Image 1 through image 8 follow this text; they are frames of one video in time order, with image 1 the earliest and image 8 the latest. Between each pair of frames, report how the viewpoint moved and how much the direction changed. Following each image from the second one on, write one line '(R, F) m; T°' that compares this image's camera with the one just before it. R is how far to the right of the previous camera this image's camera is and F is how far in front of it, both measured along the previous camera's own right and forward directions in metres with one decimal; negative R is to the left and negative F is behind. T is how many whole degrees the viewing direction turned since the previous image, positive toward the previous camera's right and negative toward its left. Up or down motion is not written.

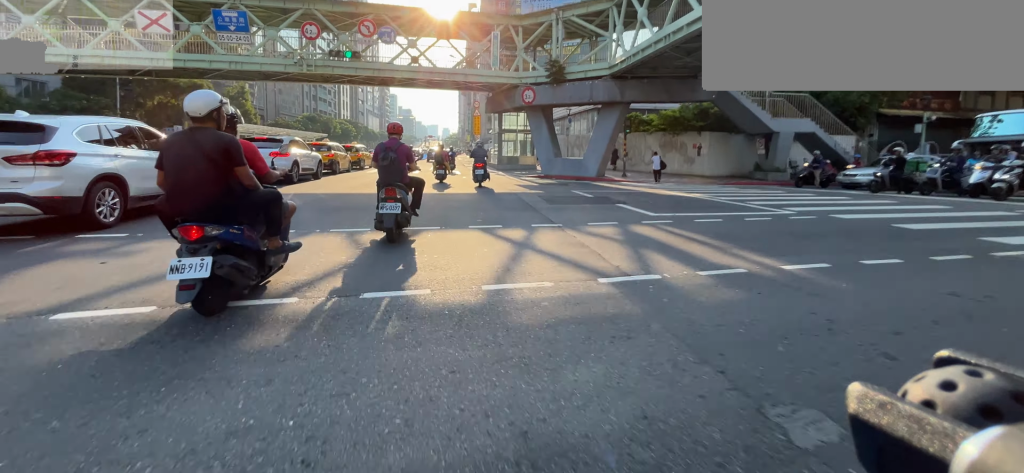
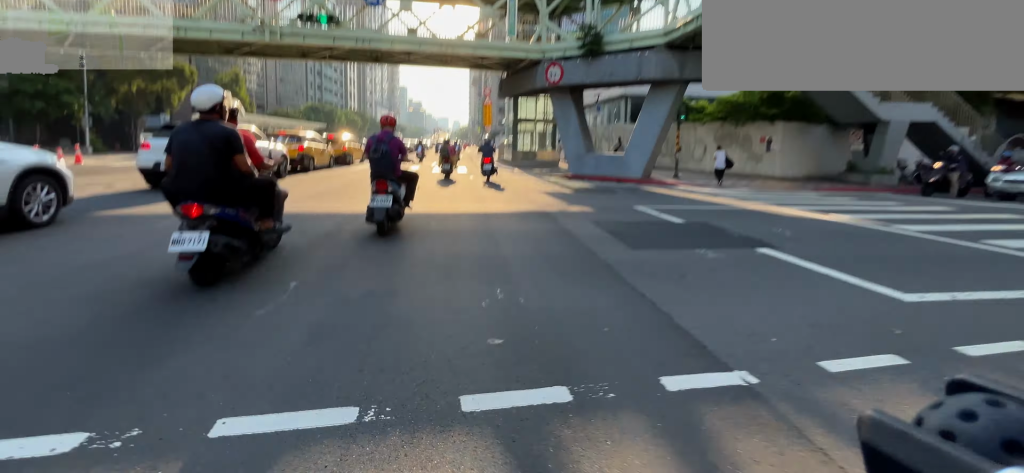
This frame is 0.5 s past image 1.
(-0.2, +4.1) m; -3°
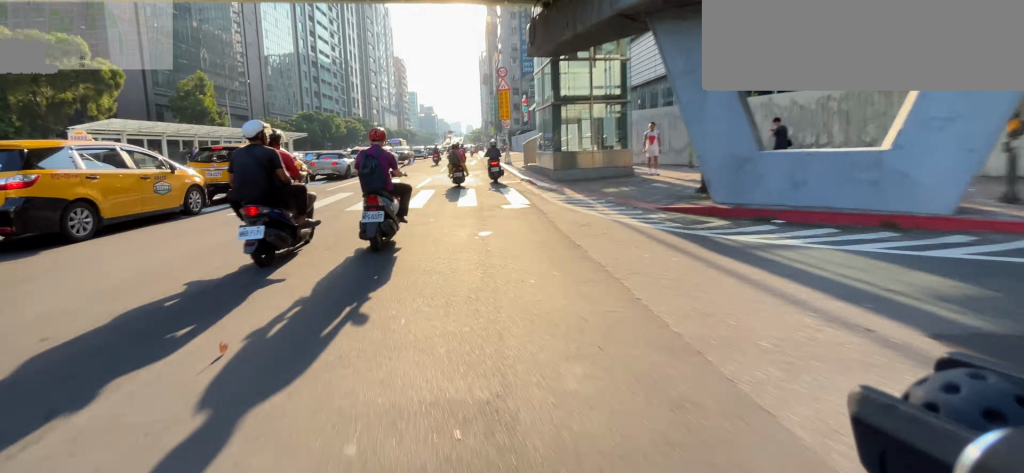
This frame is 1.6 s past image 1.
(-0.4, +9.2) m; -2°
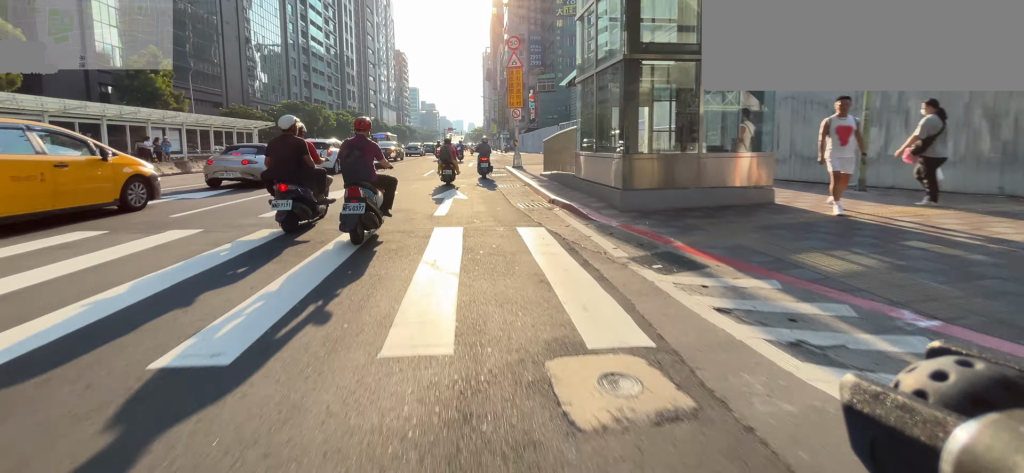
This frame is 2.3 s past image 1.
(0.0, +6.9) m; +1°
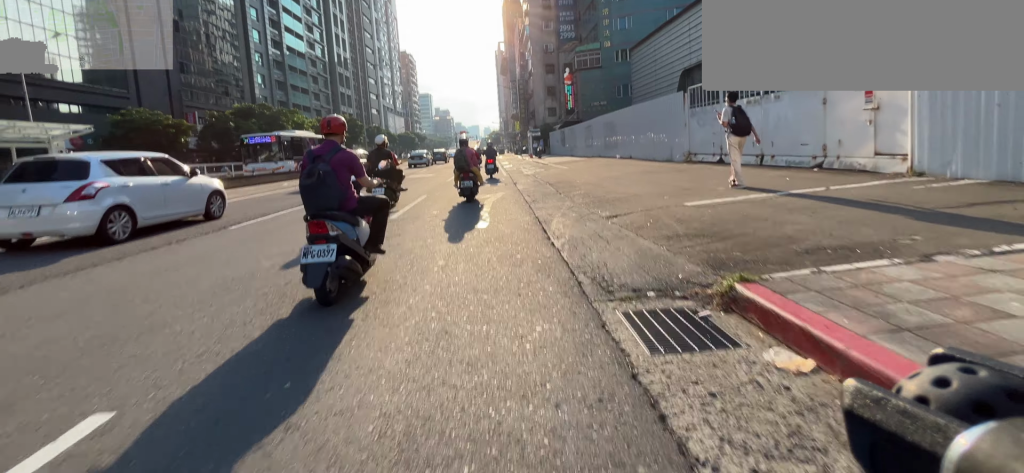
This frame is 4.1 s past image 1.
(+0.4, +22.2) m; -2°
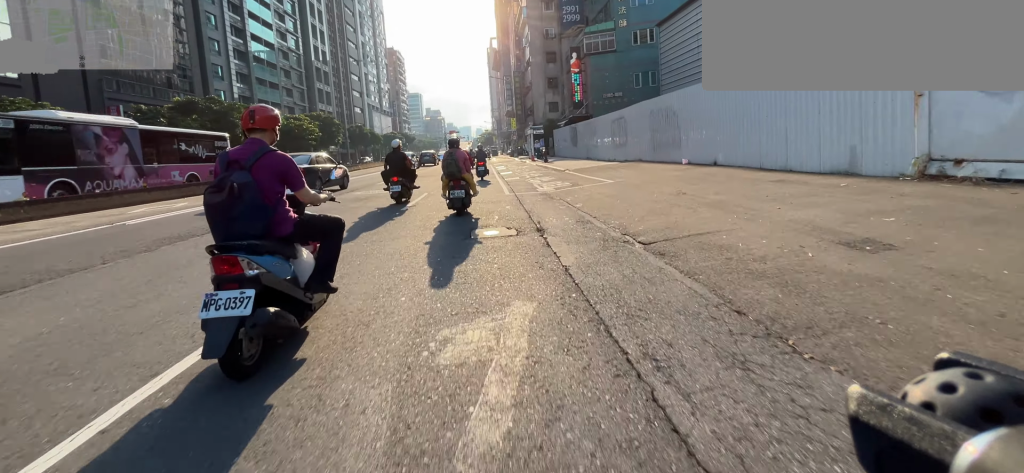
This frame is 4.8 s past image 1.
(-0.7, +10.0) m; -1°
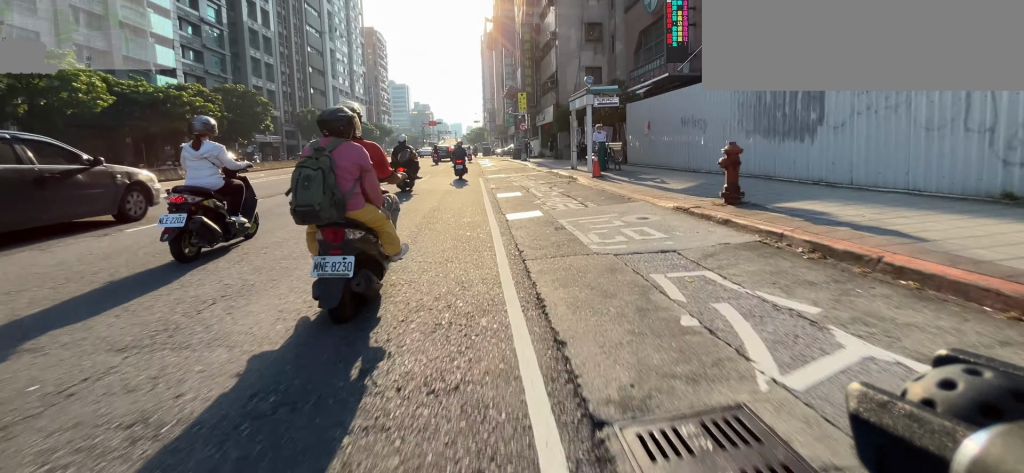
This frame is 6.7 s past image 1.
(+1.3, +25.3) m; +1°
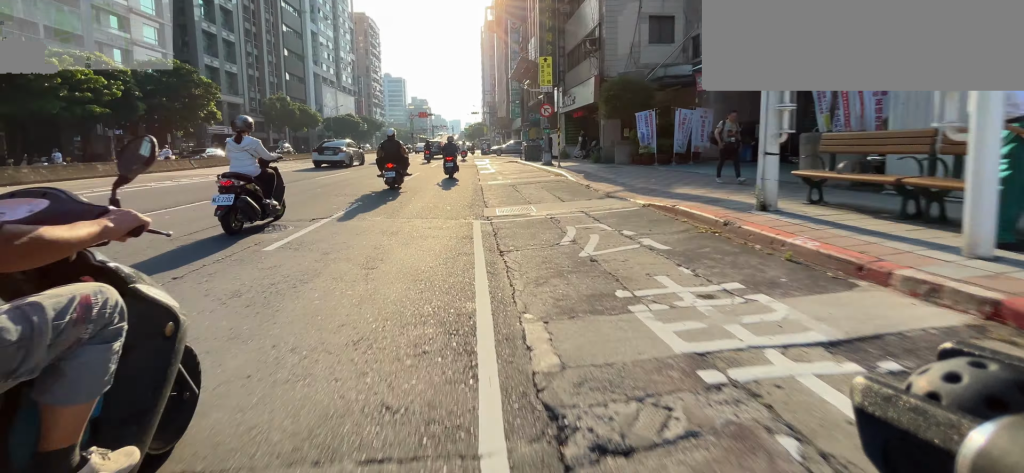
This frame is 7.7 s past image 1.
(-0.5, +11.8) m; -3°
